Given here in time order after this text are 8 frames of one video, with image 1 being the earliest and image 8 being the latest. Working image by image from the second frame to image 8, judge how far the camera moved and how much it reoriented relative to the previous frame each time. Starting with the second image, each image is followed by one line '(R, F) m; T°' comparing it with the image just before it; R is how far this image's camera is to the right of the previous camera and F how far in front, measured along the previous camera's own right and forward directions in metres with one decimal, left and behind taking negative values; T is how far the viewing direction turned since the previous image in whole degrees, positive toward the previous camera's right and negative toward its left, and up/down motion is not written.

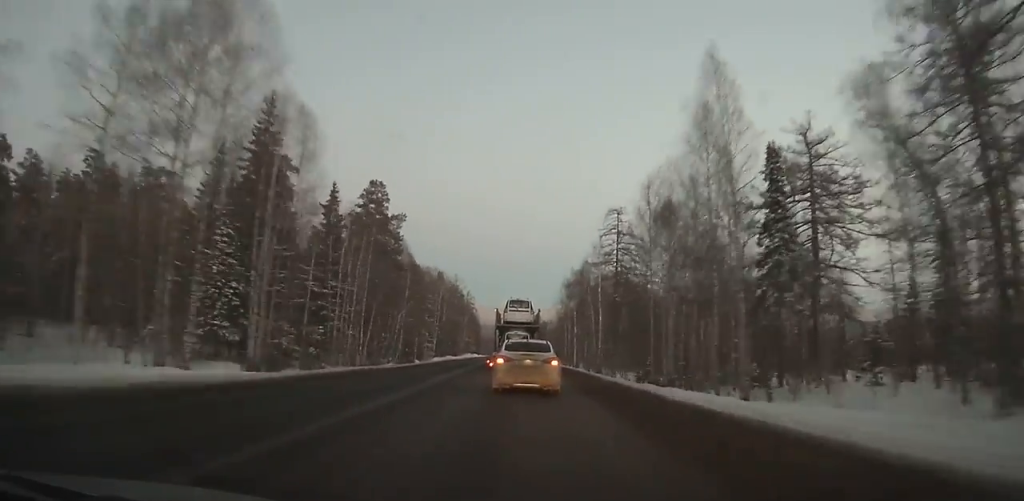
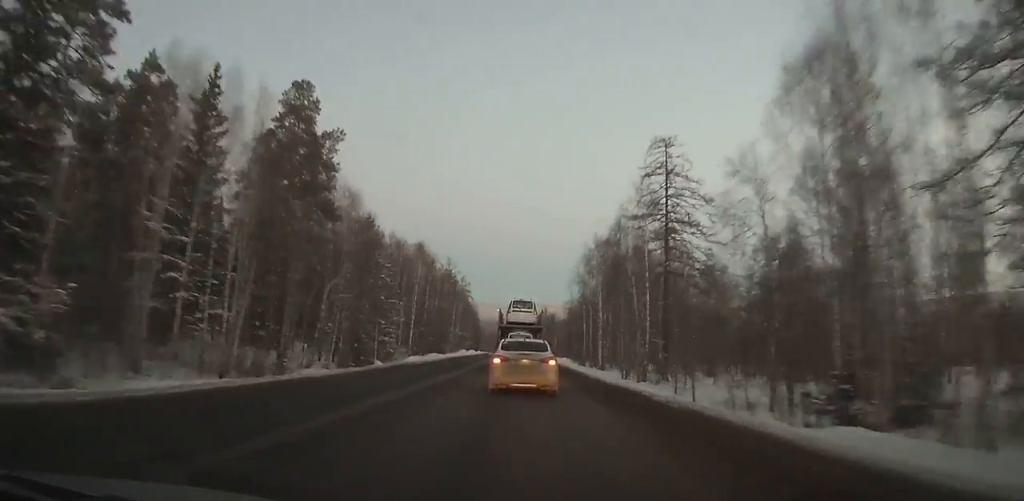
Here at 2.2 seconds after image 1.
(-0.1, +29.5) m; 0°
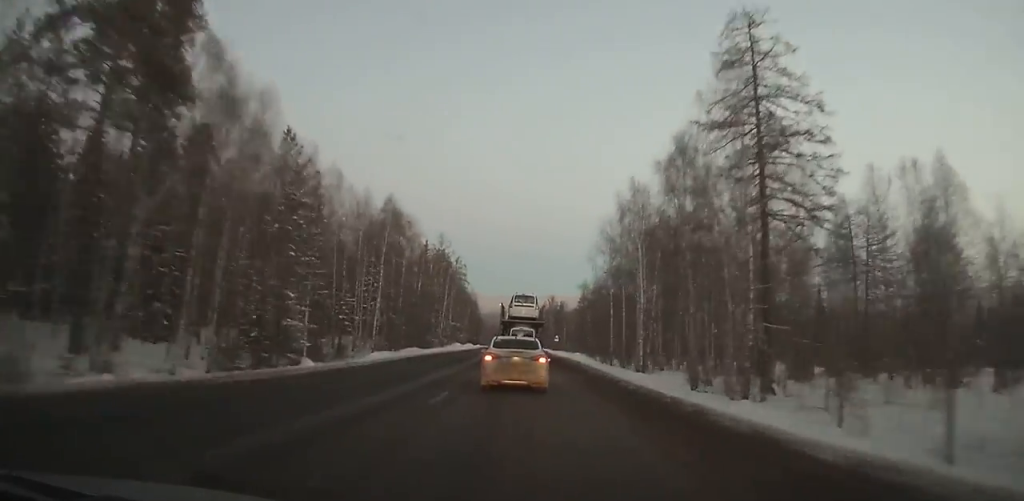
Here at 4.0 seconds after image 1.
(-0.1, +24.1) m; 0°
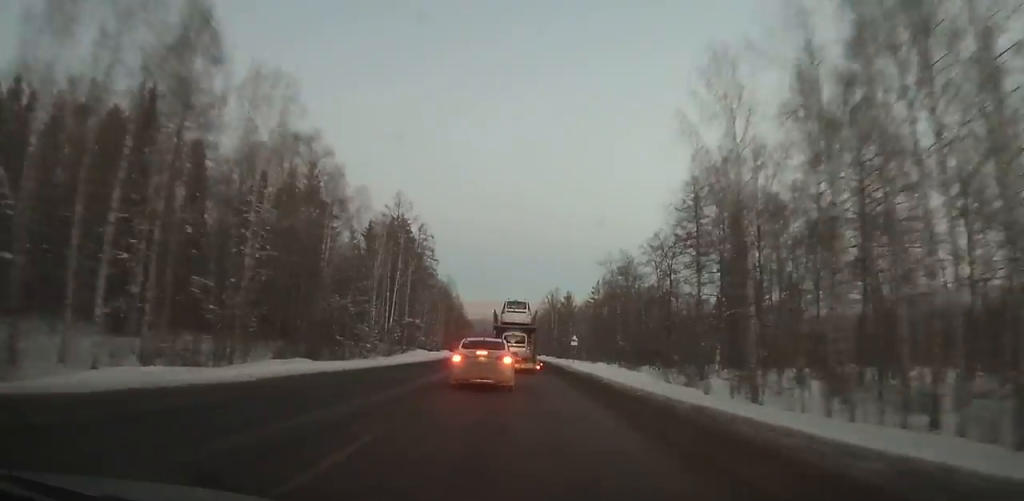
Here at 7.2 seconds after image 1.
(-0.3, +42.9) m; 0°
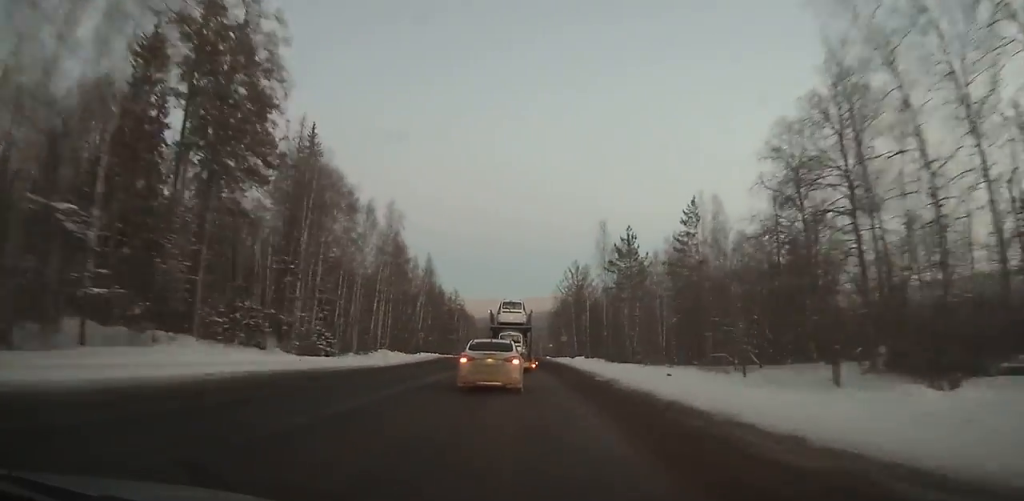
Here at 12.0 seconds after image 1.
(-0.5, +64.4) m; -1°
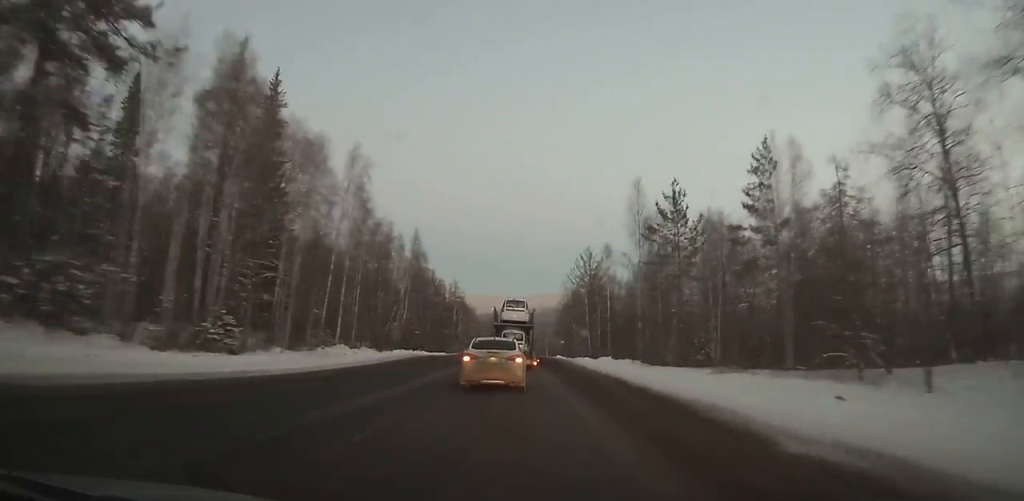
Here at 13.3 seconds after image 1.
(0.0, +17.4) m; 0°
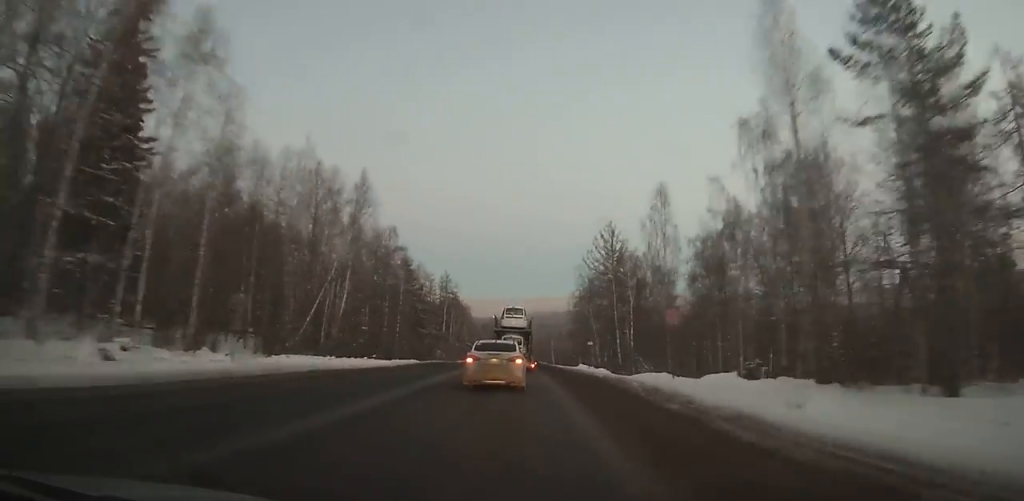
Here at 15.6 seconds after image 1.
(-0.2, +31.1) m; 0°
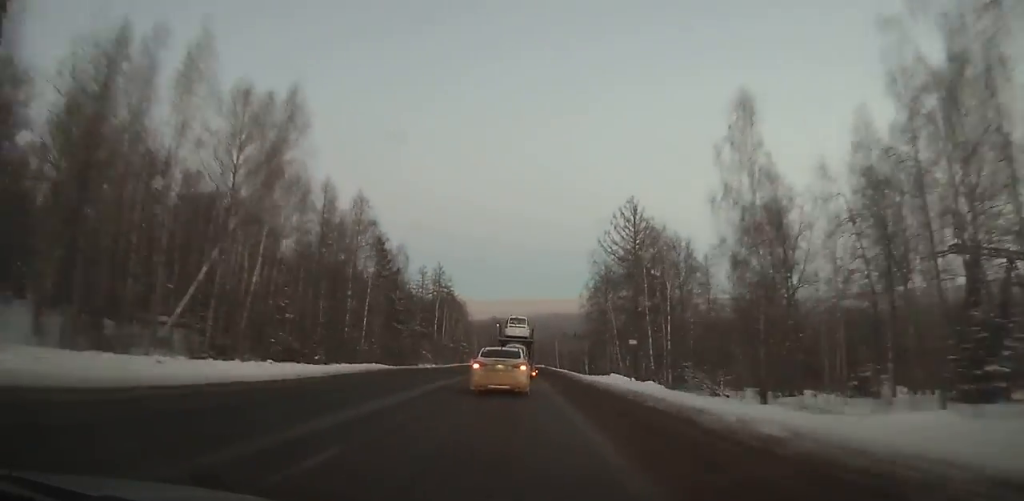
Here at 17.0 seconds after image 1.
(0.0, +19.1) m; 0°
